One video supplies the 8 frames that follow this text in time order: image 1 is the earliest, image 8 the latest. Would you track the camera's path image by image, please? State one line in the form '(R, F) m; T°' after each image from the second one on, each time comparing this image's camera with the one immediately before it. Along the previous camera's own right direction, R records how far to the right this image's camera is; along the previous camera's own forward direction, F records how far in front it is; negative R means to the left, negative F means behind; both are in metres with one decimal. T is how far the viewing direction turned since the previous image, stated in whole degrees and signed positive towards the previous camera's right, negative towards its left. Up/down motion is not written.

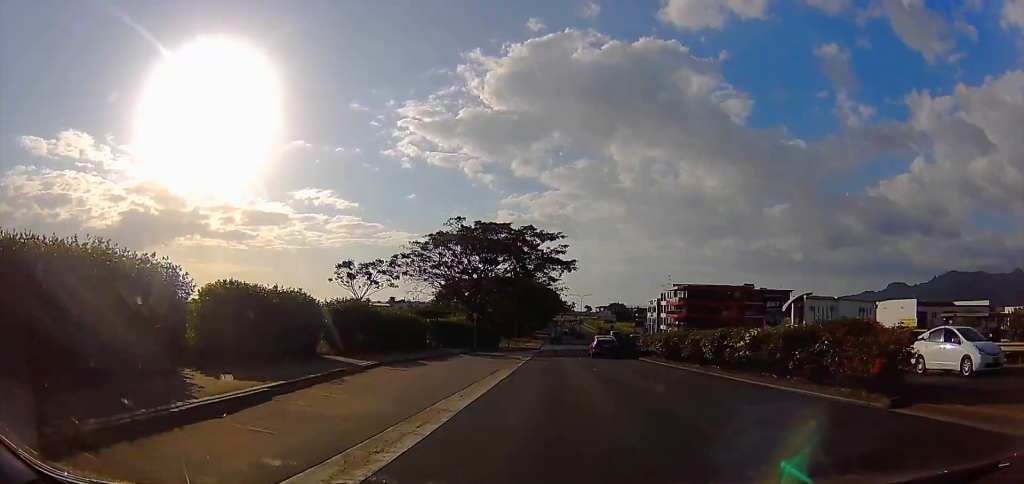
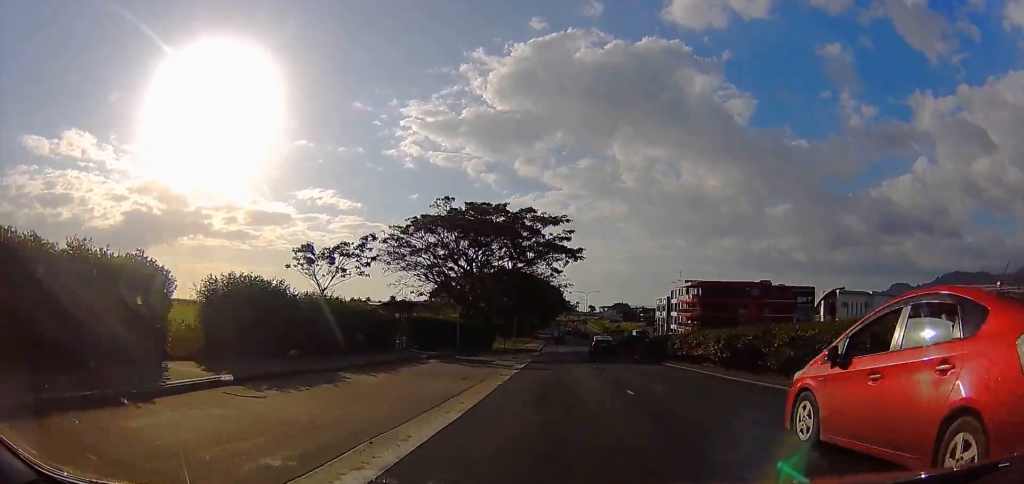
(-1.3, +9.4) m; 0°
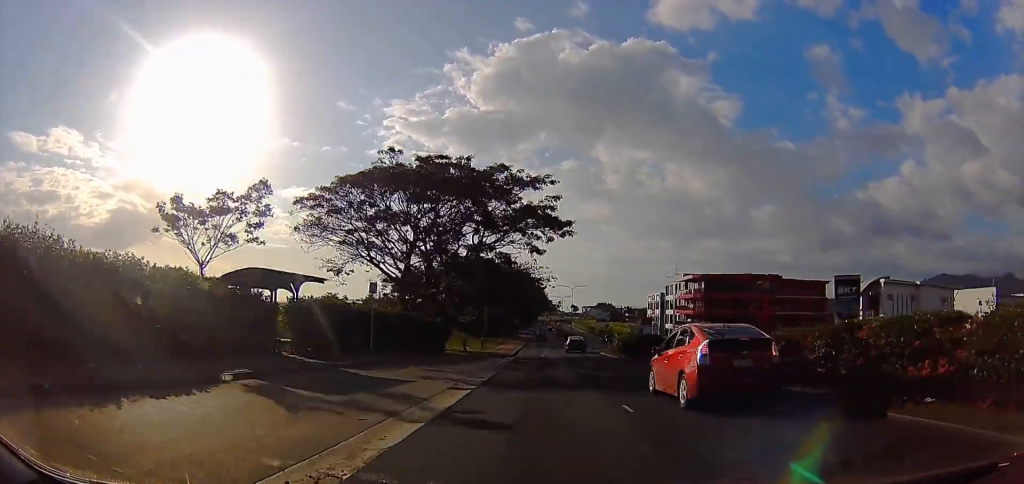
(+1.3, +14.3) m; +4°
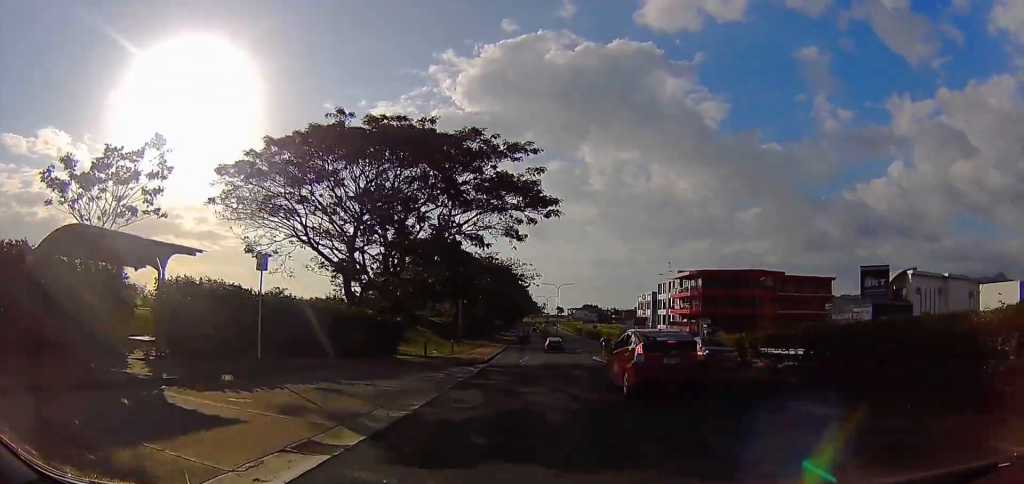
(0.0, +7.7) m; +1°
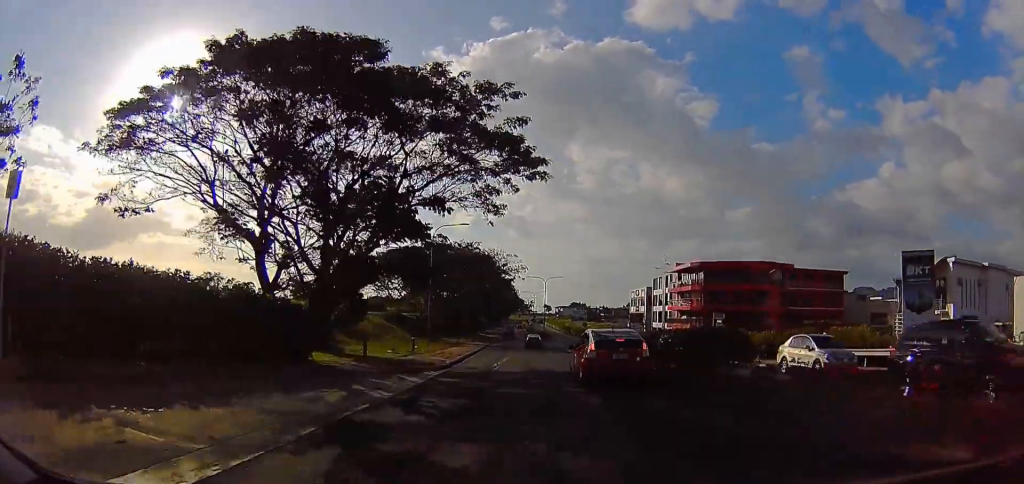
(-0.5, +8.2) m; 0°
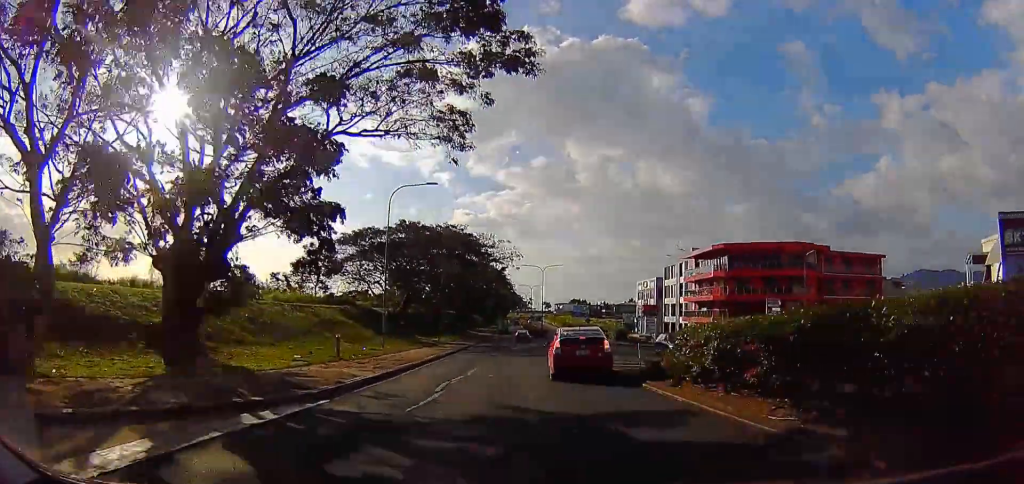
(+0.6, +11.7) m; 0°
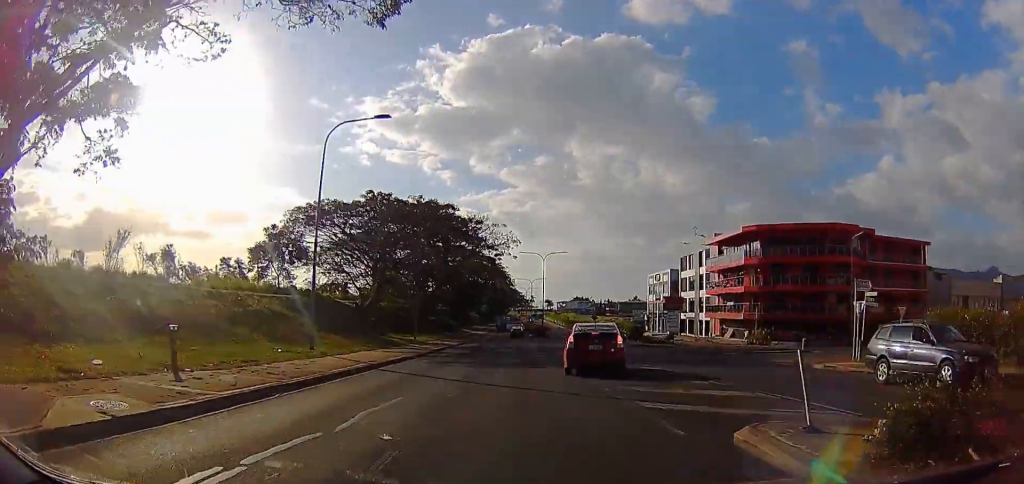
(-0.3, +10.1) m; +1°
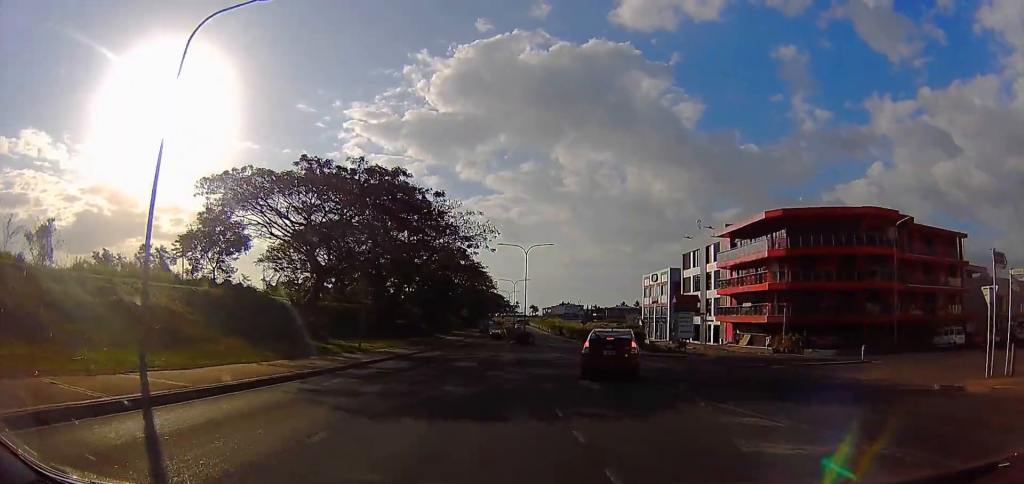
(+0.5, +10.4) m; +1°
